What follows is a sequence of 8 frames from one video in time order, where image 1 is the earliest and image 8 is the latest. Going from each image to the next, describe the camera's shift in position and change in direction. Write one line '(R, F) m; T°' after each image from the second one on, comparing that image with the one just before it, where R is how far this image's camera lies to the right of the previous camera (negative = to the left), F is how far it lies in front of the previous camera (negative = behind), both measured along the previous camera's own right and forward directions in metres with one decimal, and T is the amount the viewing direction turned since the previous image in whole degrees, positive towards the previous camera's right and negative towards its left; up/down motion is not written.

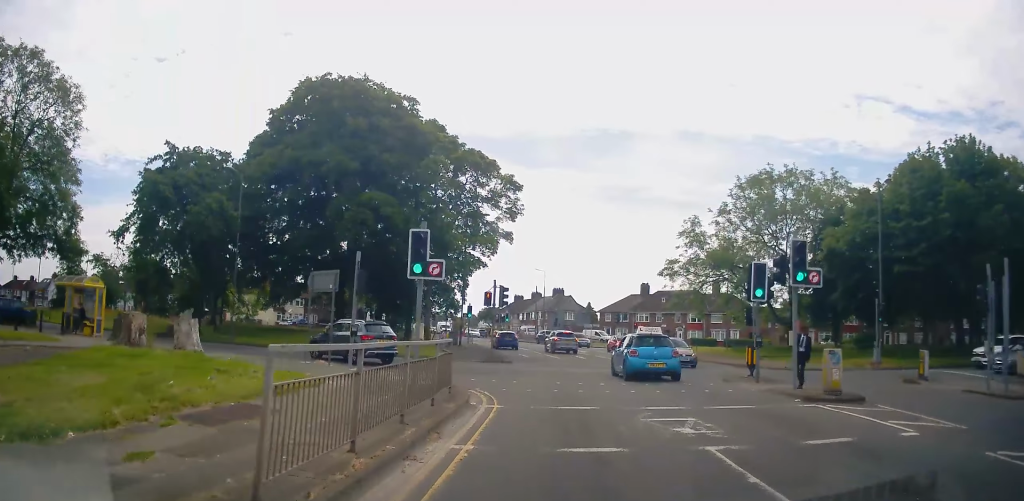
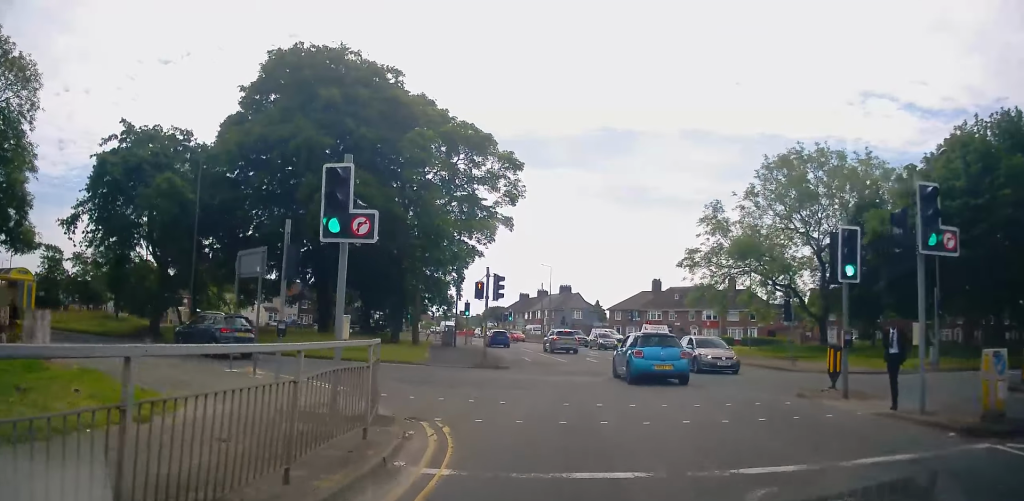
(0.0, +5.2) m; +1°
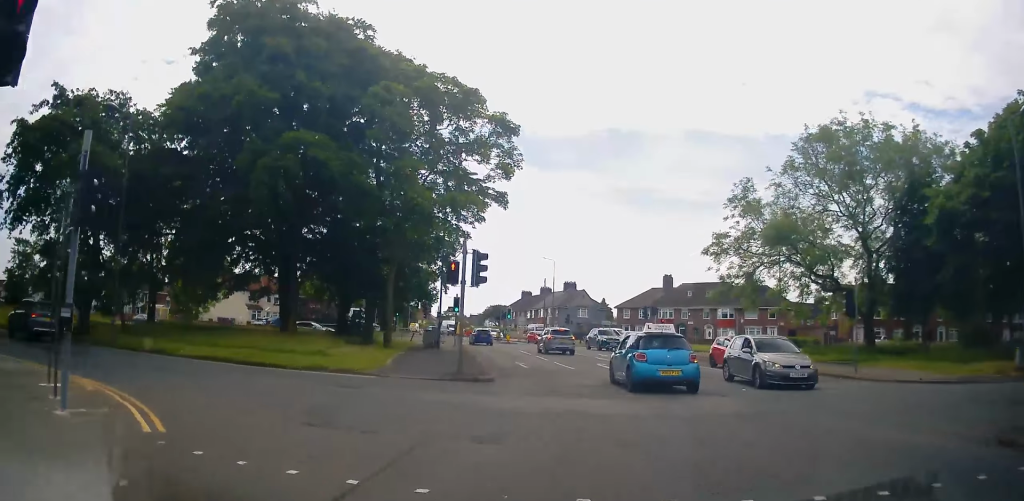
(+0.3, +6.7) m; +2°
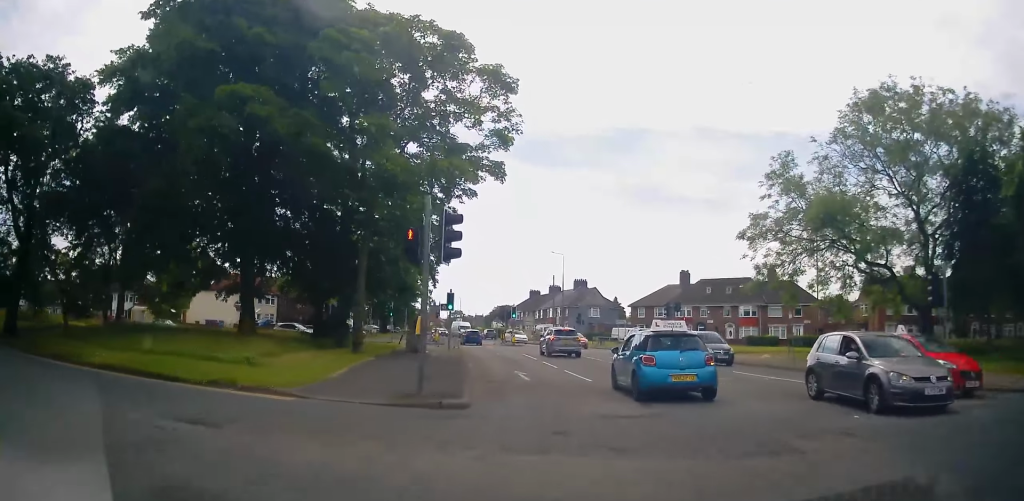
(-0.1, +6.0) m; -2°
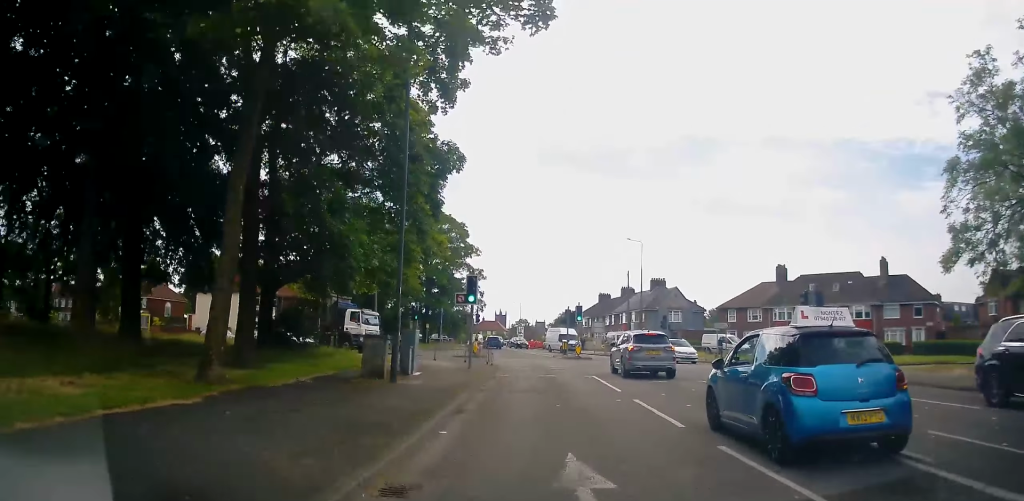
(-0.9, +14.6) m; -8°
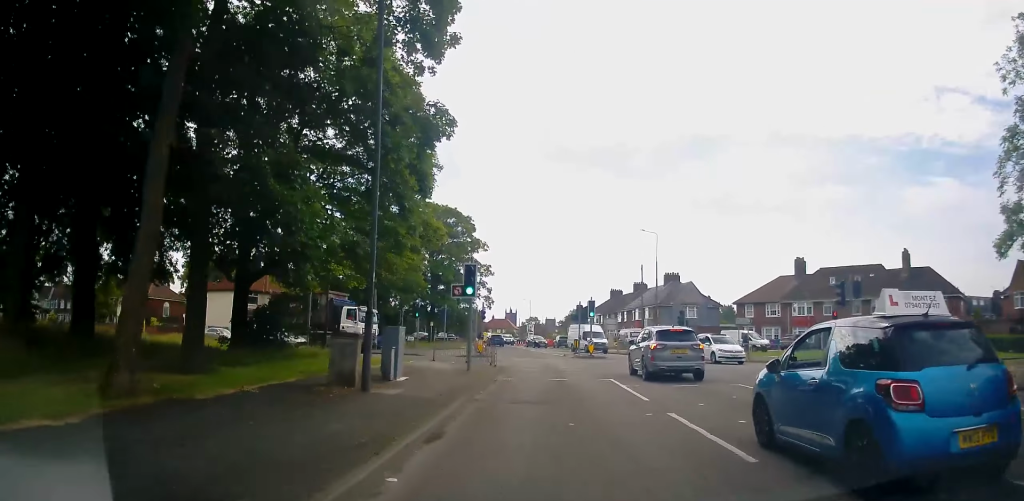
(0.0, +2.7) m; -1°
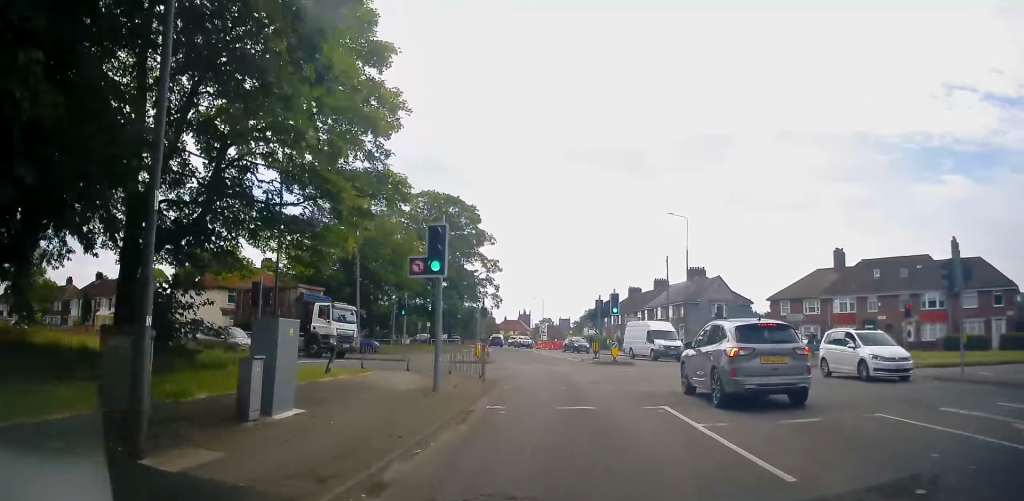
(-0.3, +7.0) m; -3°
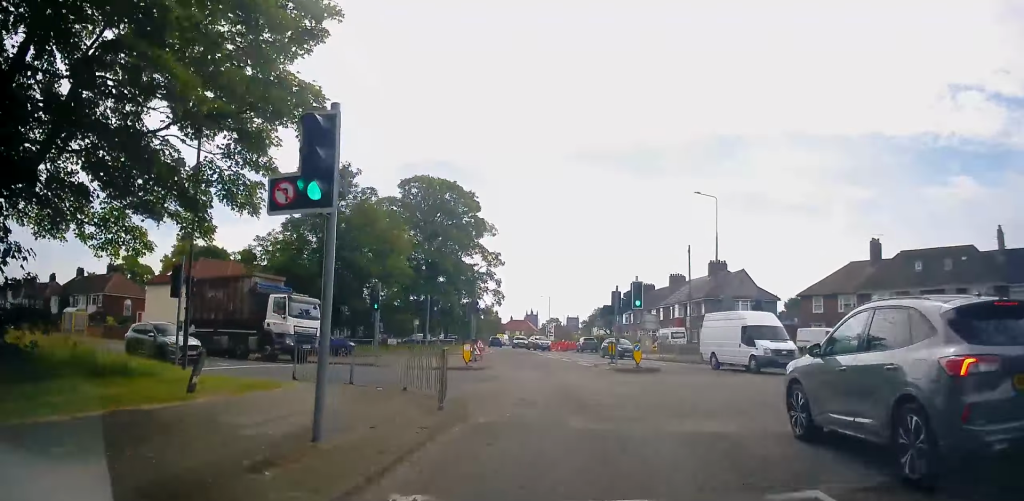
(0.0, +6.2) m; -1°
